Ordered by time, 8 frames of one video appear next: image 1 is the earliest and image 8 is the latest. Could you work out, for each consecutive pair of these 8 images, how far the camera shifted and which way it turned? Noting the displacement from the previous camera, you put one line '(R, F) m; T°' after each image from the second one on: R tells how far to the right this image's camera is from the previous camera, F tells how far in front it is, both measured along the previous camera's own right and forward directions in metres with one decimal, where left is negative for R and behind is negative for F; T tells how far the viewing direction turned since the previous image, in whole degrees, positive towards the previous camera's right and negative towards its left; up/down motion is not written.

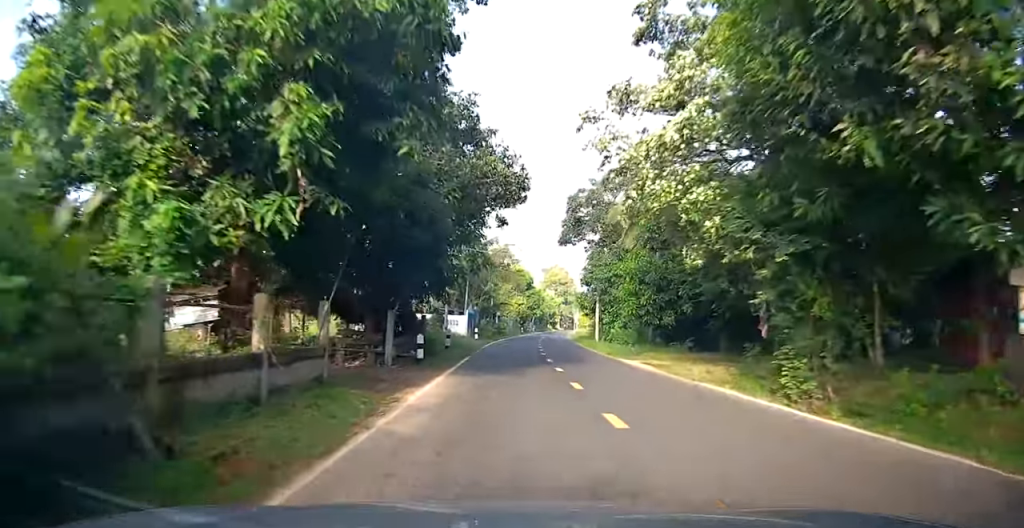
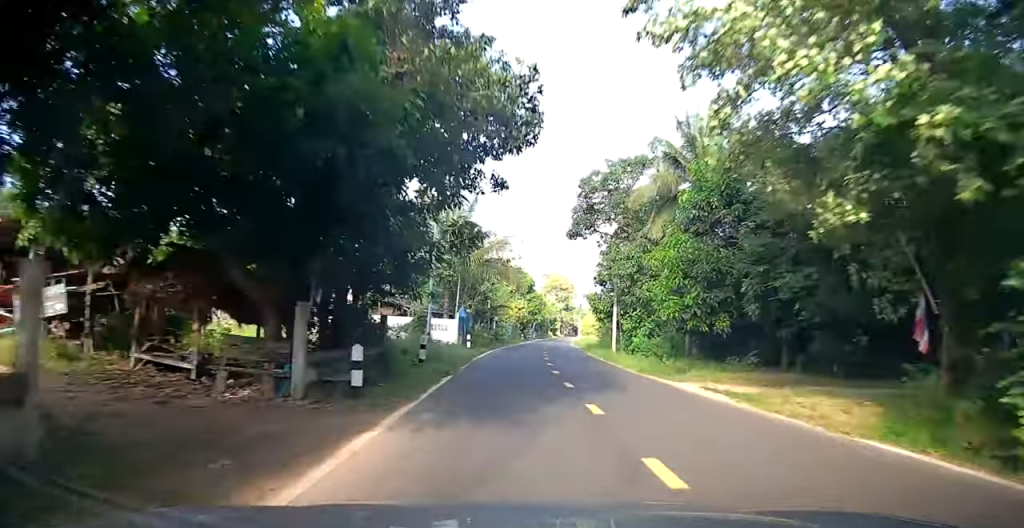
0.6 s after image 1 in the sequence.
(0.0, +6.5) m; -1°
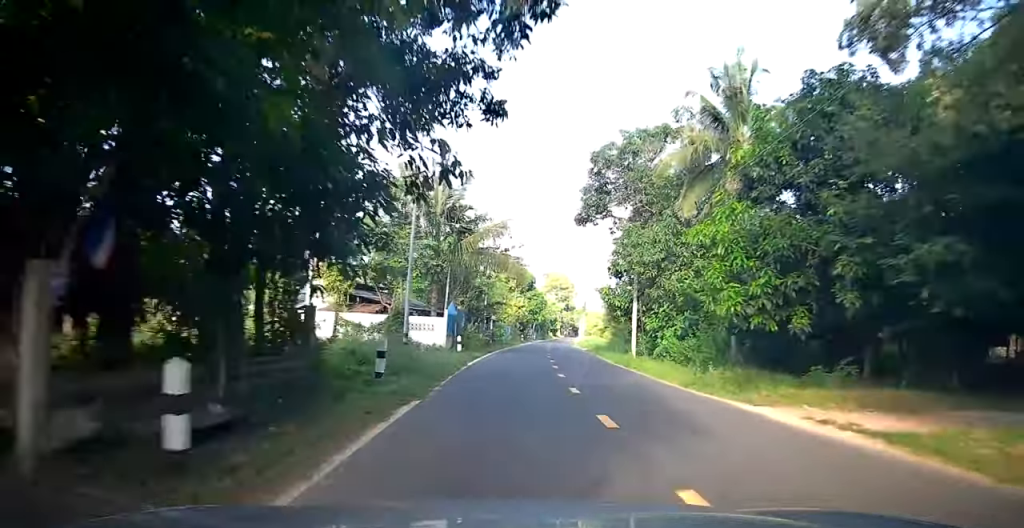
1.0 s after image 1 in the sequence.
(-0.1, +5.3) m; 0°
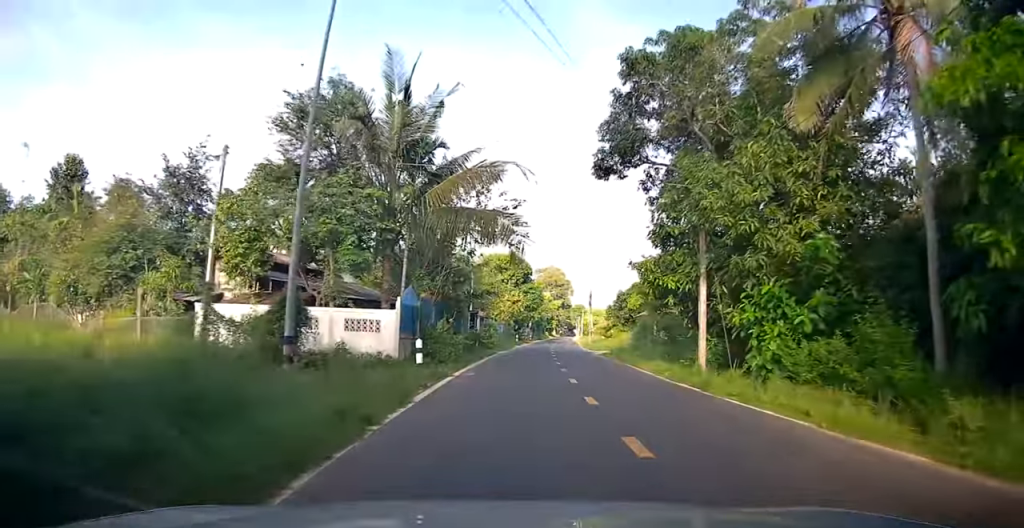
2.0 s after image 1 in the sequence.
(0.0, +10.2) m; 0°
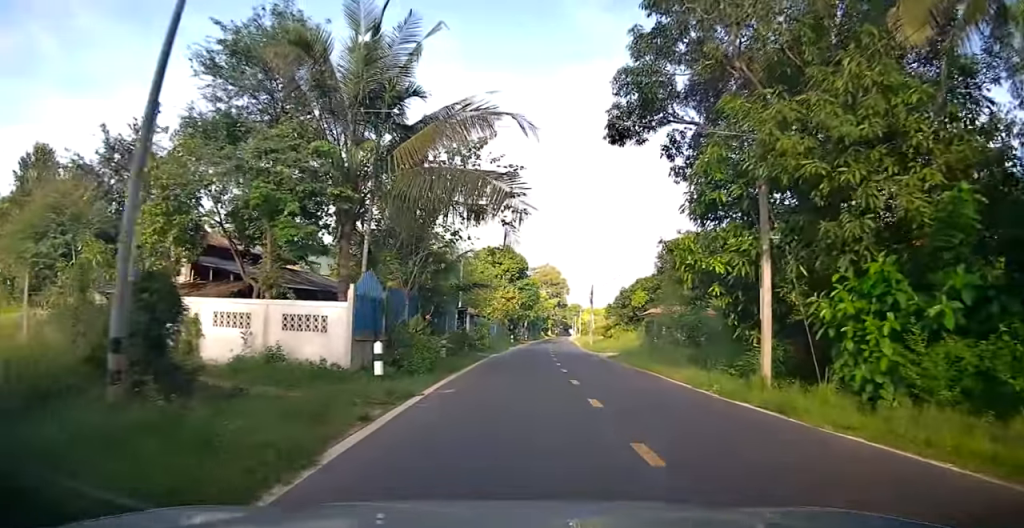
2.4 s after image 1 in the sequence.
(+0.1, +4.4) m; 0°
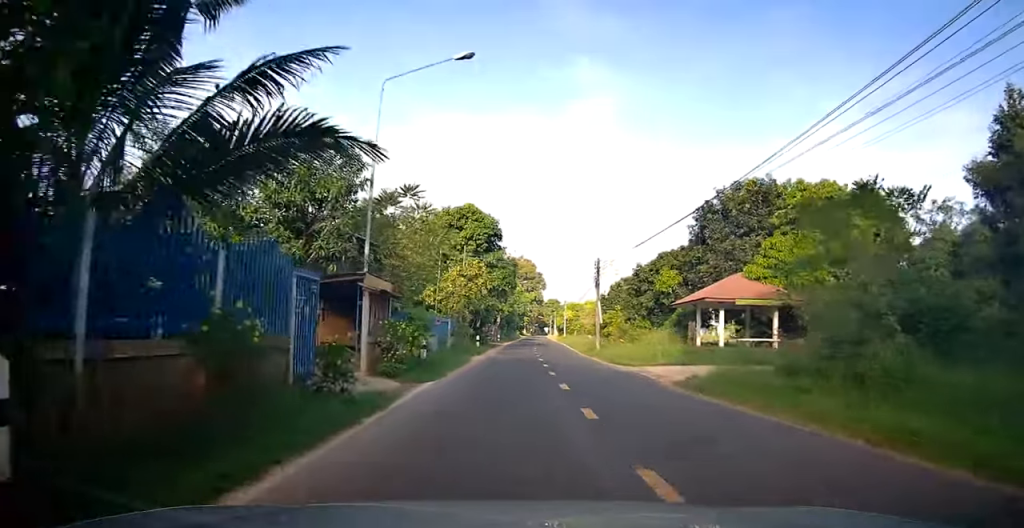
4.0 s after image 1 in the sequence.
(+0.1, +17.2) m; +2°
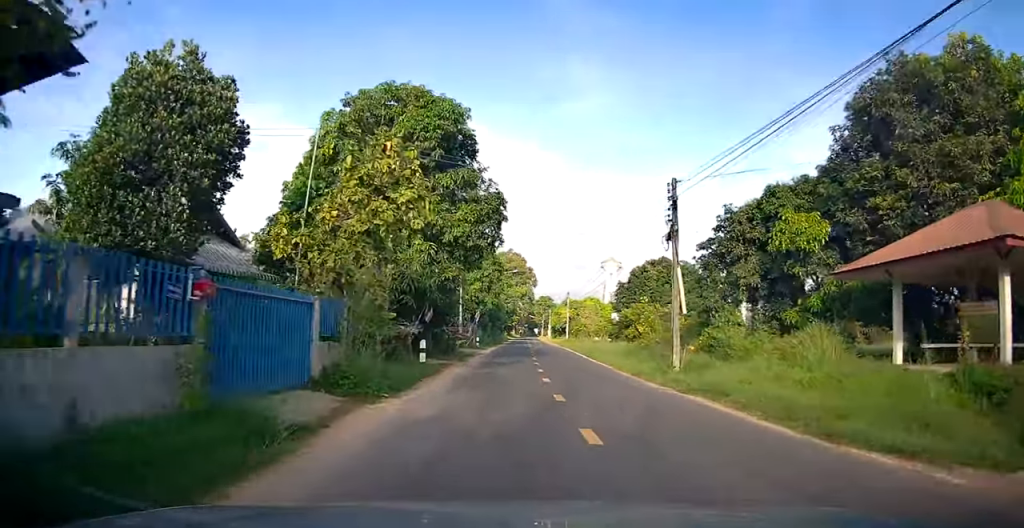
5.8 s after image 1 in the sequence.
(+0.5, +18.0) m; +3°
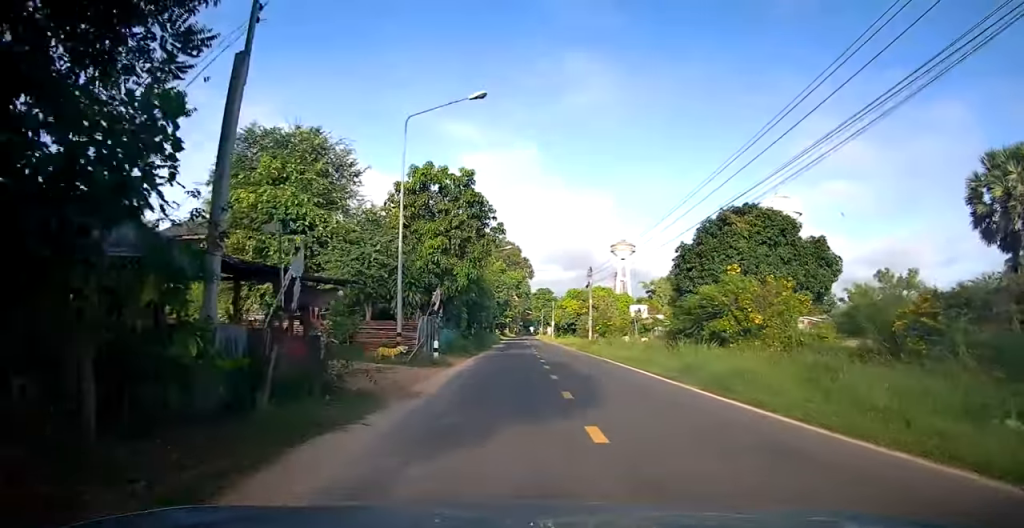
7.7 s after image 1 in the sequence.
(+0.4, +19.8) m; +2°
